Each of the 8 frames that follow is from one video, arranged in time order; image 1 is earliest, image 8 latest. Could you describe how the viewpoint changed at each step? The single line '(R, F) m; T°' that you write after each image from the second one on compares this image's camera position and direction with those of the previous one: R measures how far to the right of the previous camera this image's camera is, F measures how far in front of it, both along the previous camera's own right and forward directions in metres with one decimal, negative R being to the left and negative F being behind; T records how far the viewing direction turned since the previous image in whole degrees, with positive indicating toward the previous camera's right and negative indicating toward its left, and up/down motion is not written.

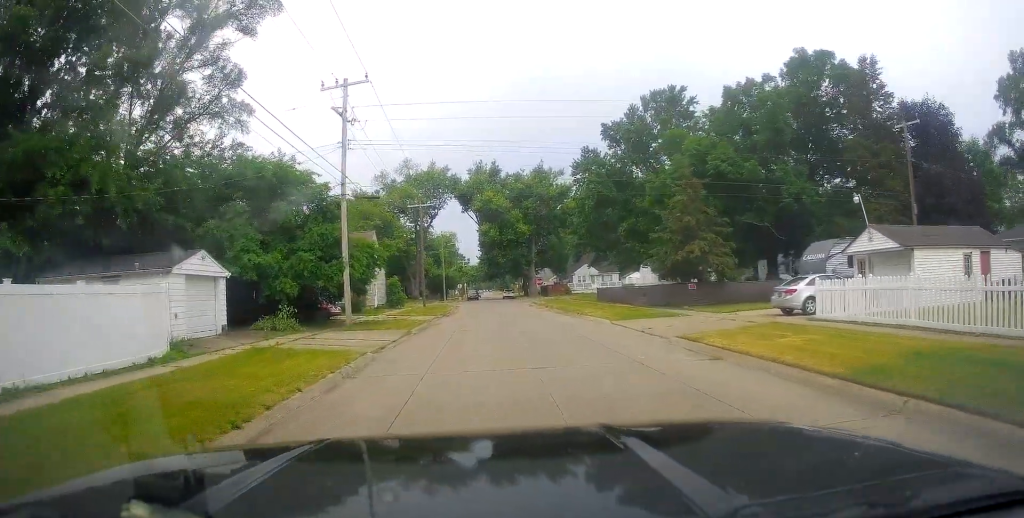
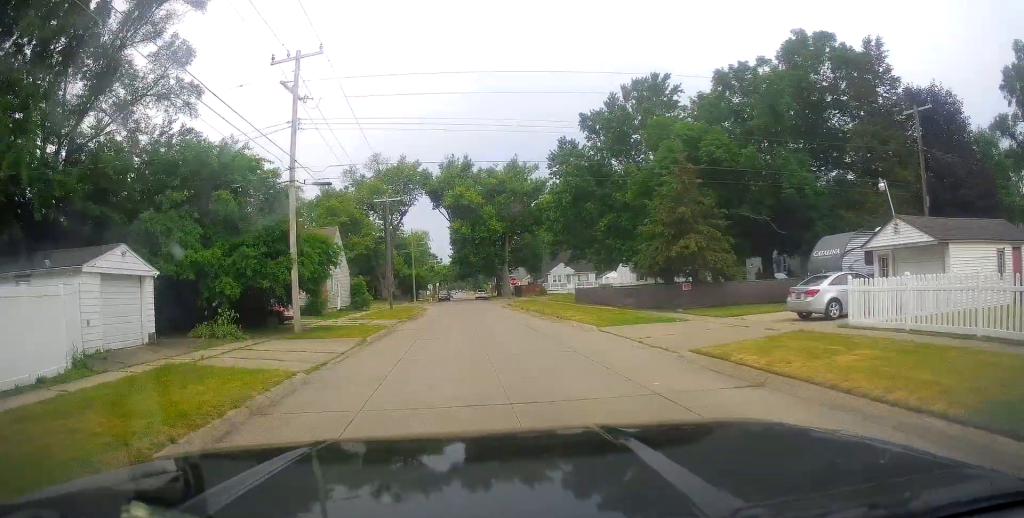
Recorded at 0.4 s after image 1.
(0.0, +3.3) m; -2°
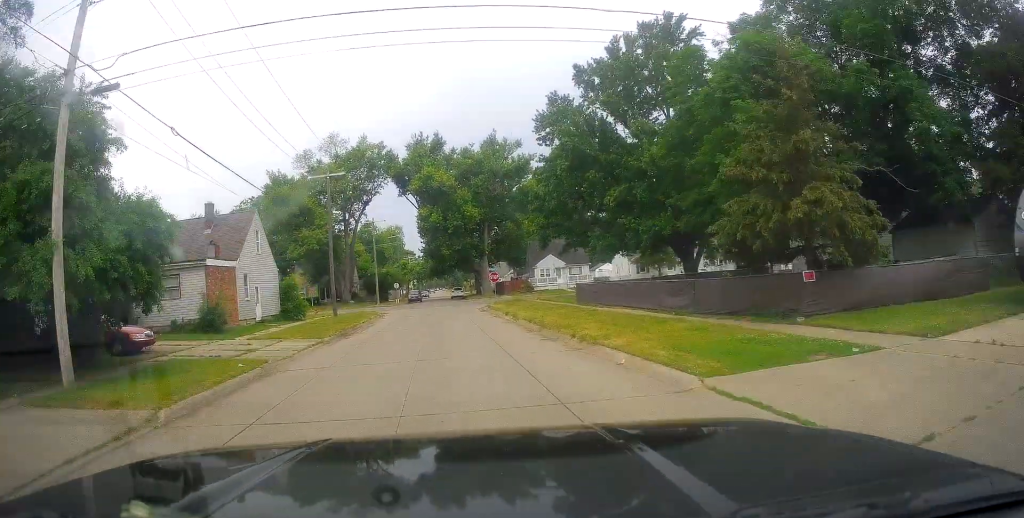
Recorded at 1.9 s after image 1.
(-0.5, +12.5) m; +2°
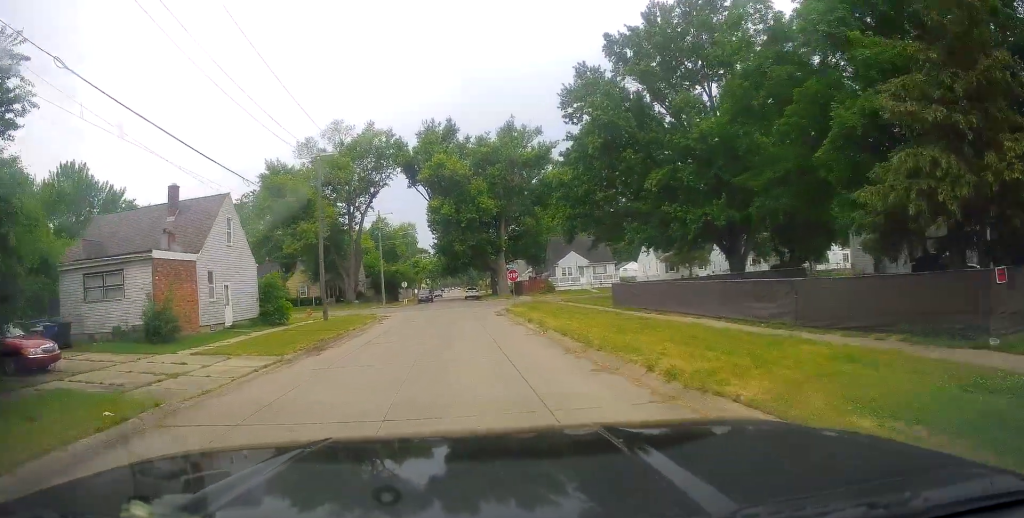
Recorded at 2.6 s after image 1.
(+0.7, +6.3) m; +2°
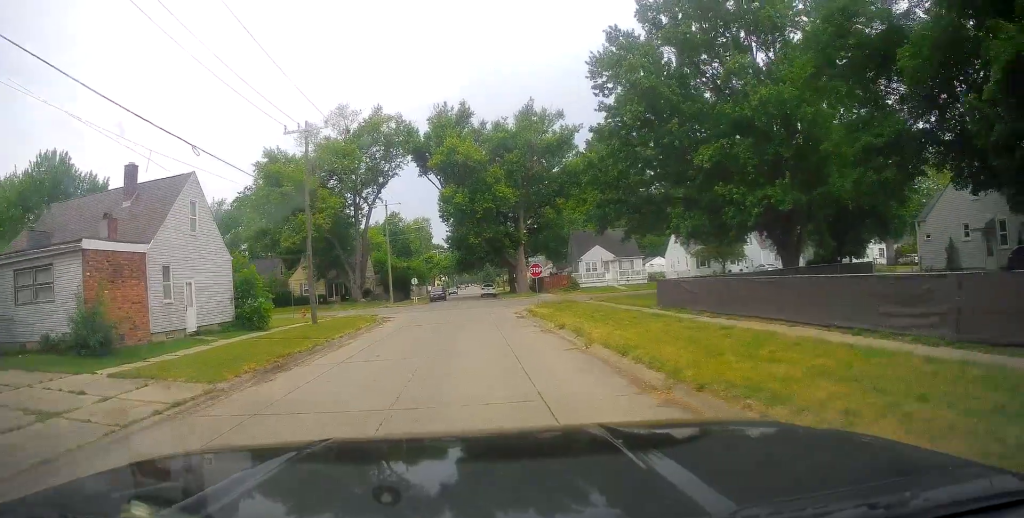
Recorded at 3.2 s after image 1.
(0.0, +5.5) m; -3°
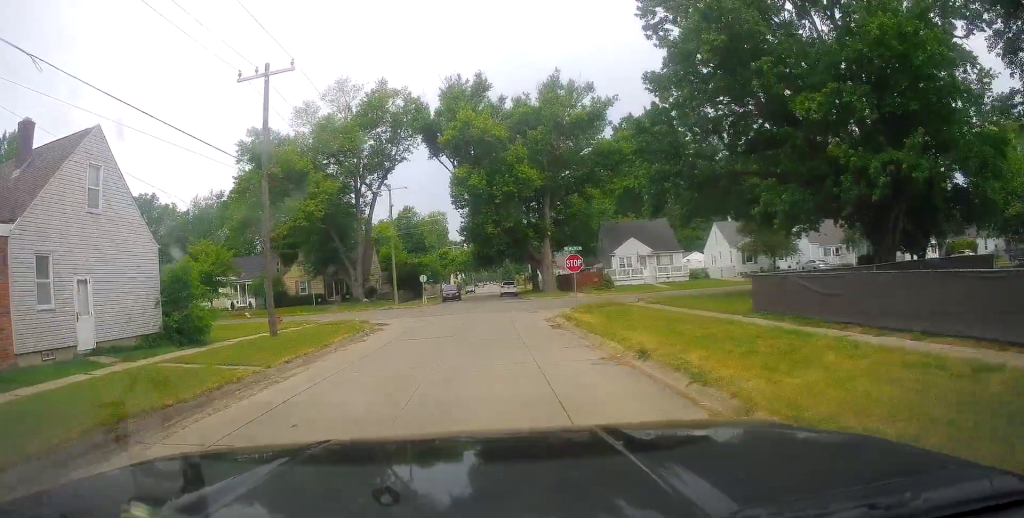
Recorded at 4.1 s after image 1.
(-0.5, +8.2) m; -6°
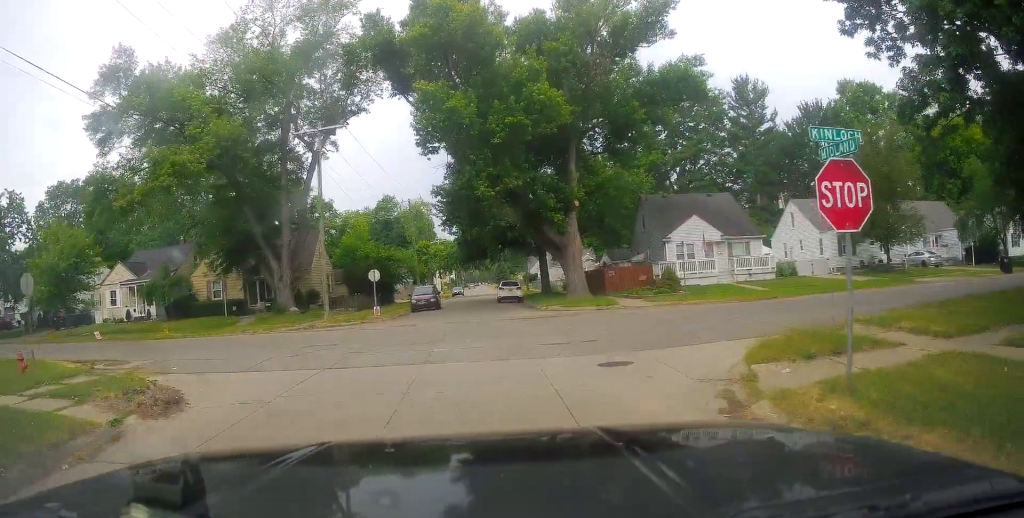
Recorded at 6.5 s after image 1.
(+0.2, +21.2) m; +3°
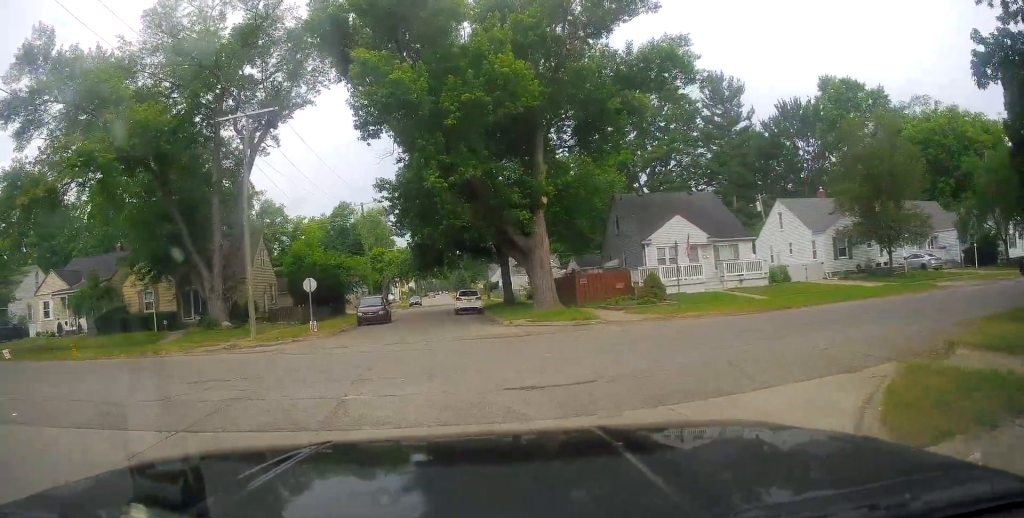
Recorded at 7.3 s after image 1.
(0.0, +6.0) m; +2°
